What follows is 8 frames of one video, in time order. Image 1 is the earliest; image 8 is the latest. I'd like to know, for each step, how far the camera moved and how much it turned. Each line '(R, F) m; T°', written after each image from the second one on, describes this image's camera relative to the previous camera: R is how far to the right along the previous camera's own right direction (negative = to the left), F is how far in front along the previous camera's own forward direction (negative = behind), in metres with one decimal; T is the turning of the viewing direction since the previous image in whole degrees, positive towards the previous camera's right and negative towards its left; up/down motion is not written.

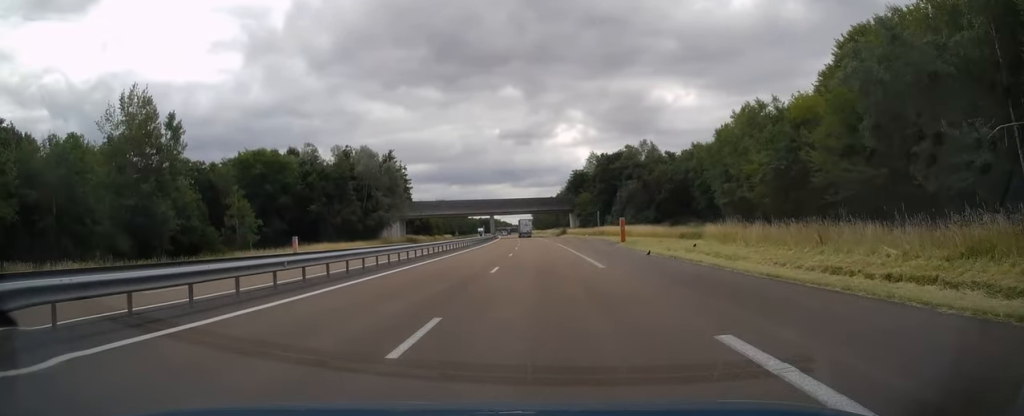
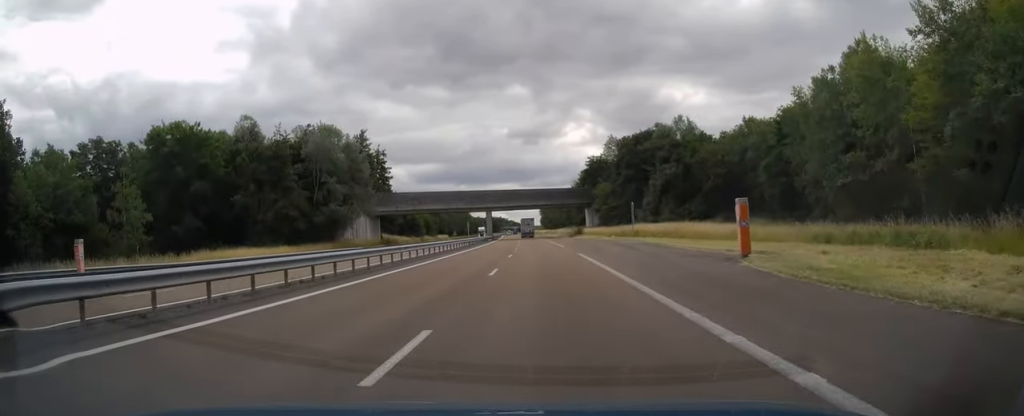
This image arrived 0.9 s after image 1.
(-0.2, +27.6) m; -1°
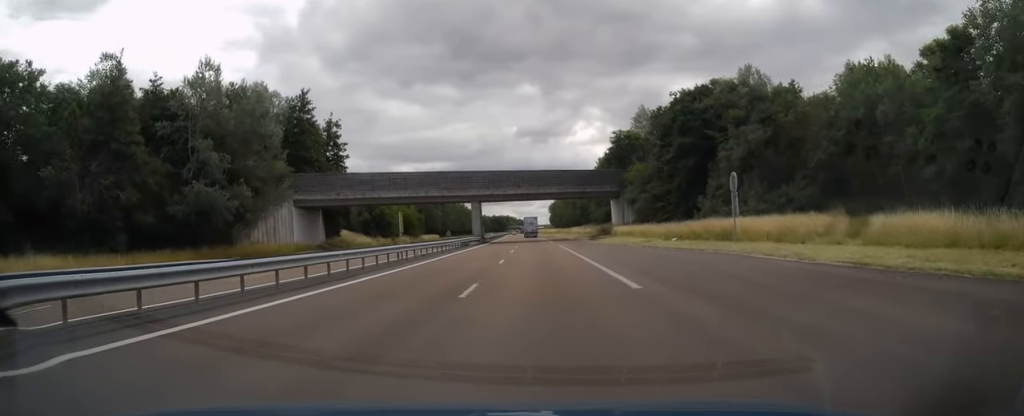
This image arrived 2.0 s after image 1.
(-0.4, +32.4) m; -1°
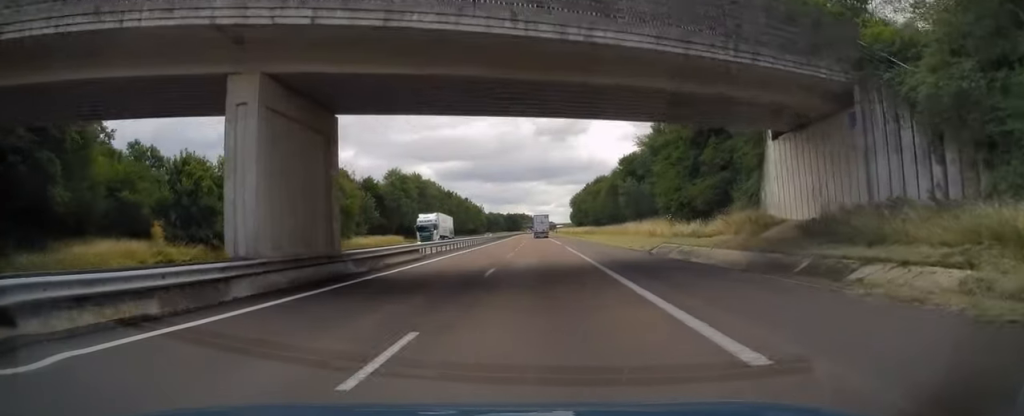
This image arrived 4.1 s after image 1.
(-0.6, +60.1) m; -1°
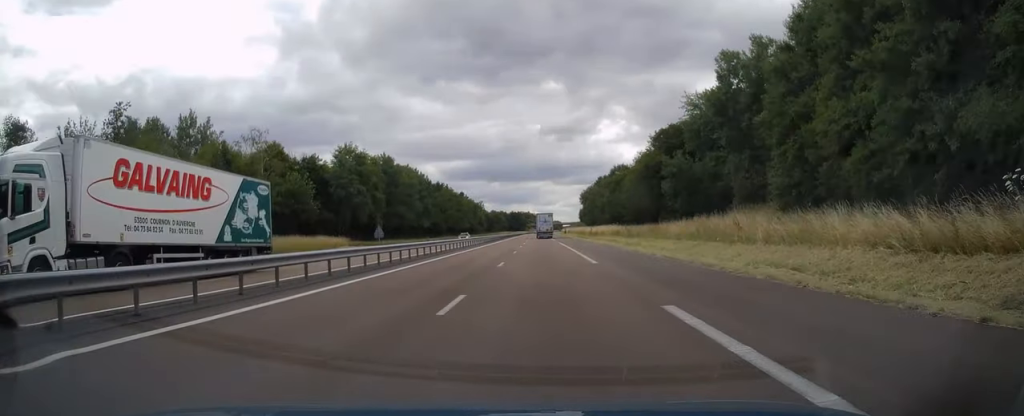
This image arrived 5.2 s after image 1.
(-0.1, +35.2) m; -1°
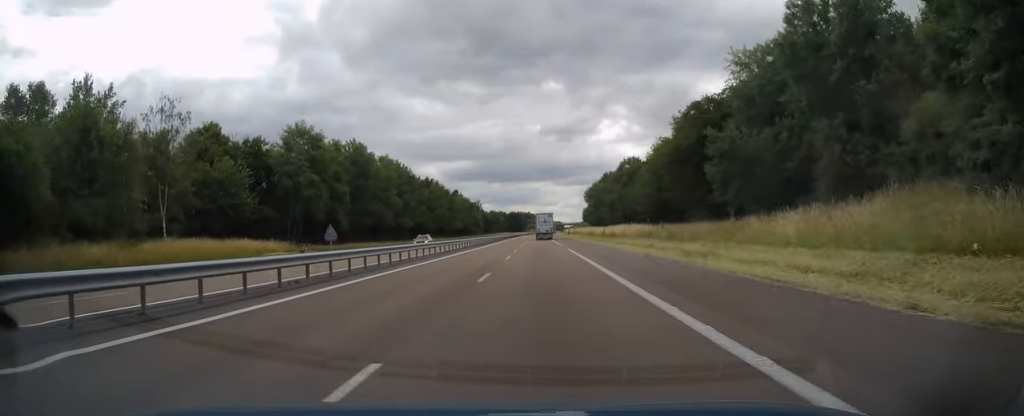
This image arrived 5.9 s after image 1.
(0.0, +19.9) m; -1°
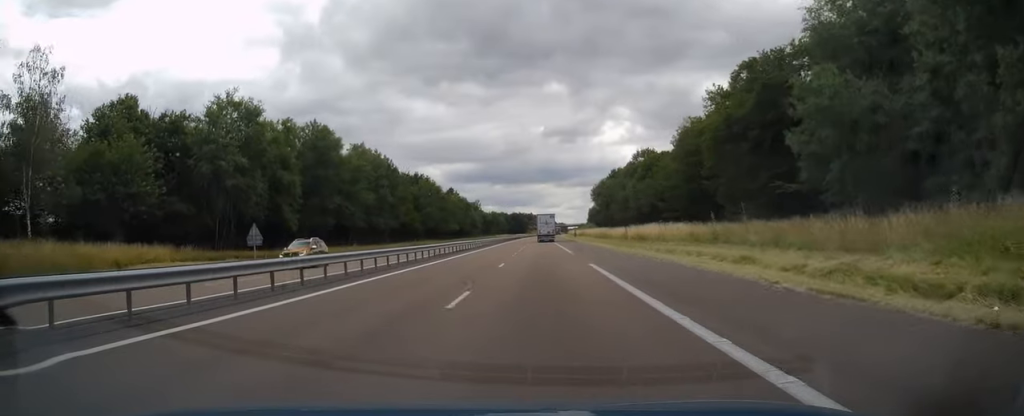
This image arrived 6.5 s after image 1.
(-0.1, +18.5) m; 0°
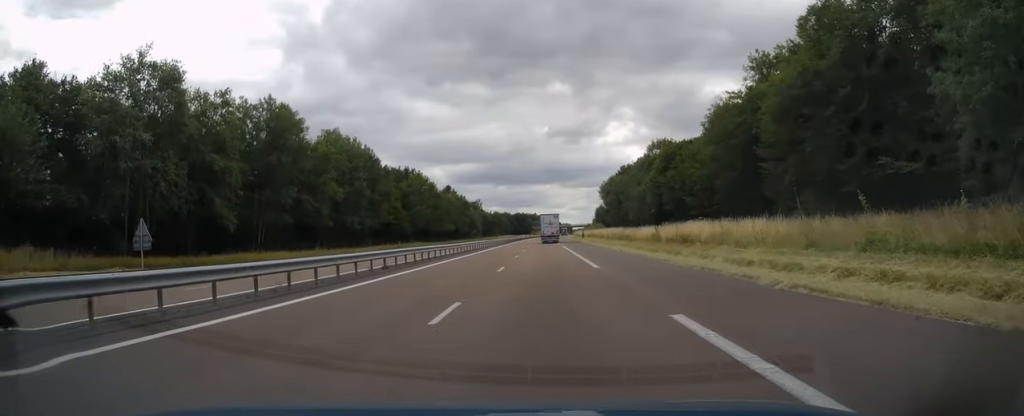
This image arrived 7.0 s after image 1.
(0.0, +15.0) m; 0°
